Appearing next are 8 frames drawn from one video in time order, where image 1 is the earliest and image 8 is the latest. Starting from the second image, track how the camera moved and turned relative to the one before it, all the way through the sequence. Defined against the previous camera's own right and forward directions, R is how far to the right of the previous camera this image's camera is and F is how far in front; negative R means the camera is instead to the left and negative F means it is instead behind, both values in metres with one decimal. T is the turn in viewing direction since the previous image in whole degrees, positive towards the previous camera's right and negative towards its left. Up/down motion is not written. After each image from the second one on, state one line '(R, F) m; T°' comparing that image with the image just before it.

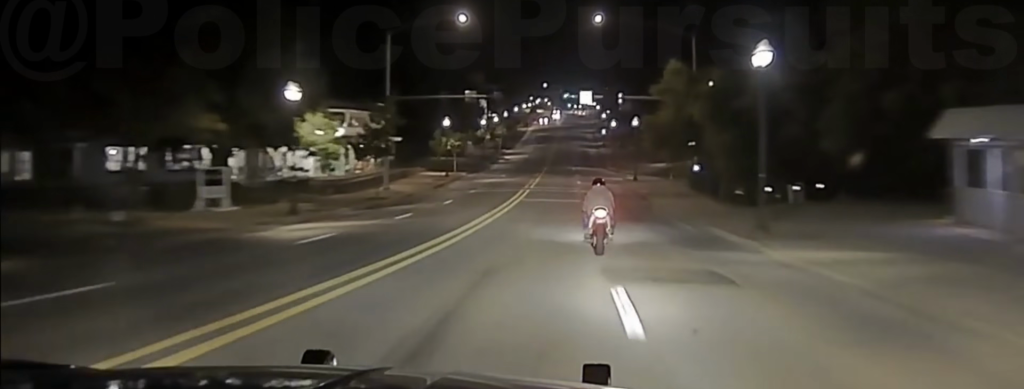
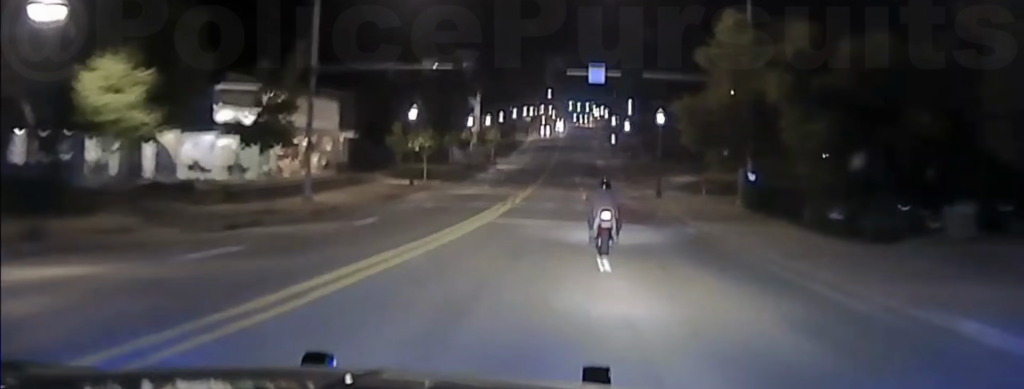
(0.0, +18.7) m; 0°
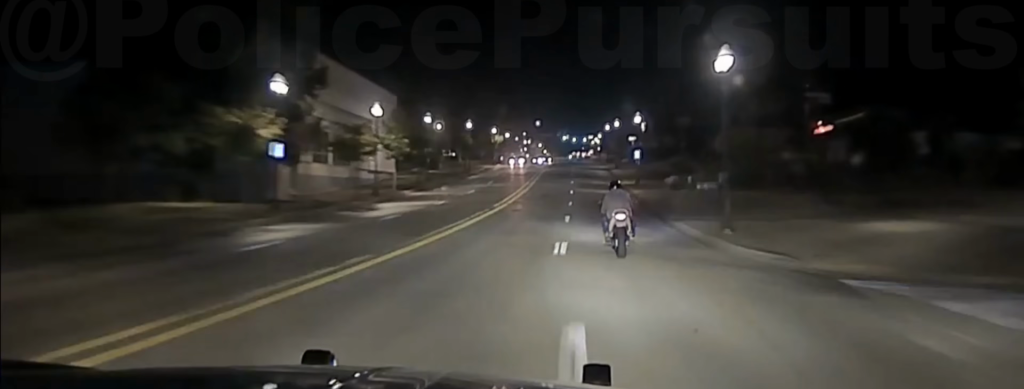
(0.0, +58.3) m; 0°
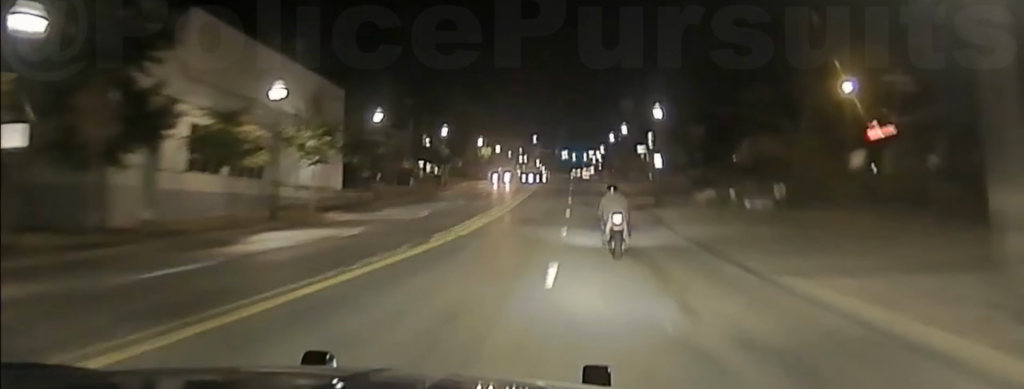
(0.0, +17.1) m; 0°
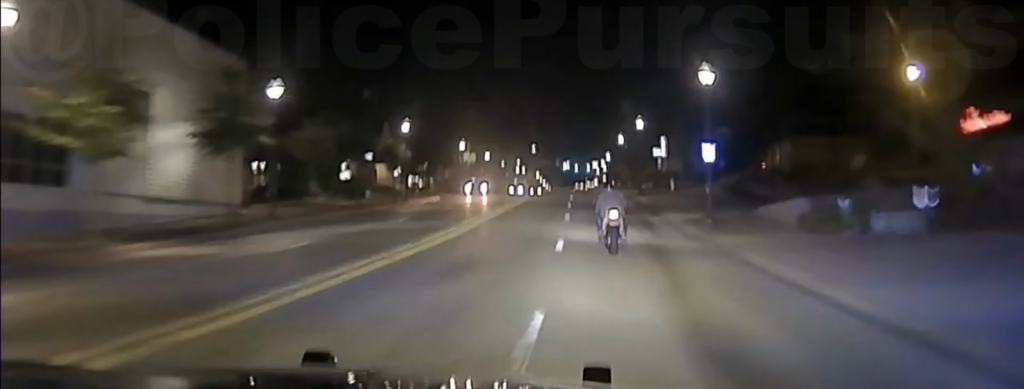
(0.0, +17.1) m; 0°
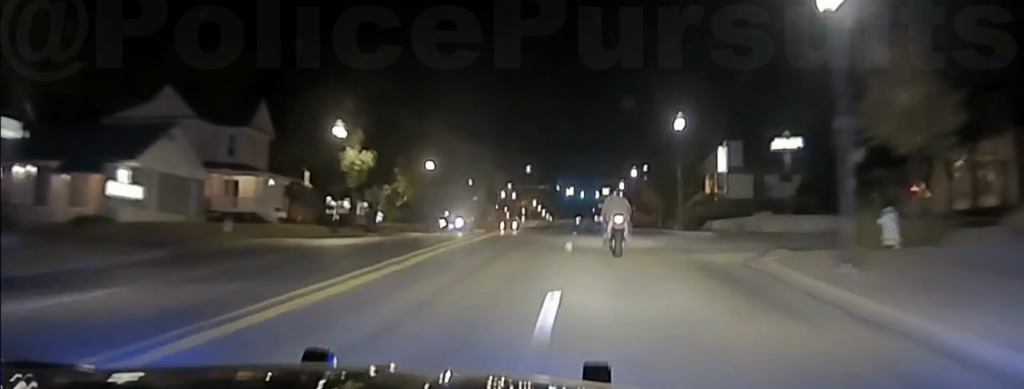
(-0.3, +47.6) m; -1°
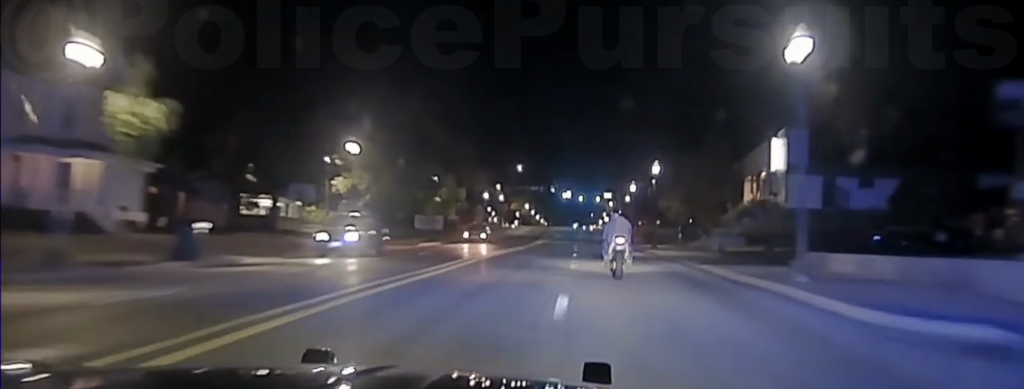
(0.0, +21.3) m; 0°
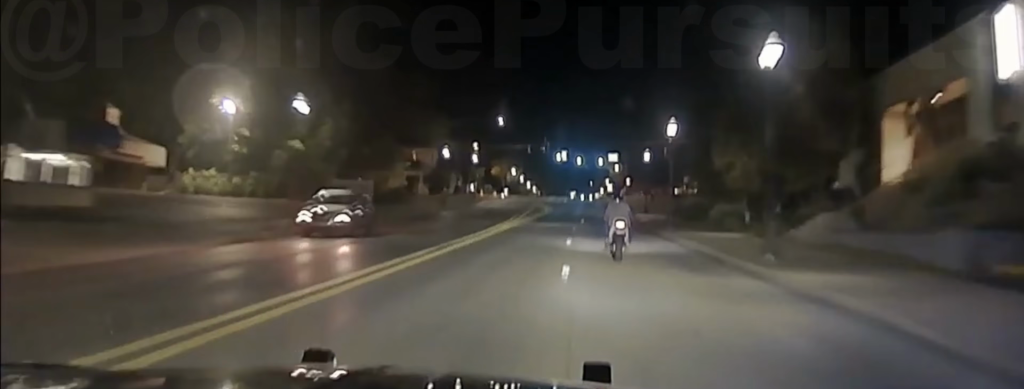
(+0.2, +33.4) m; +1°
